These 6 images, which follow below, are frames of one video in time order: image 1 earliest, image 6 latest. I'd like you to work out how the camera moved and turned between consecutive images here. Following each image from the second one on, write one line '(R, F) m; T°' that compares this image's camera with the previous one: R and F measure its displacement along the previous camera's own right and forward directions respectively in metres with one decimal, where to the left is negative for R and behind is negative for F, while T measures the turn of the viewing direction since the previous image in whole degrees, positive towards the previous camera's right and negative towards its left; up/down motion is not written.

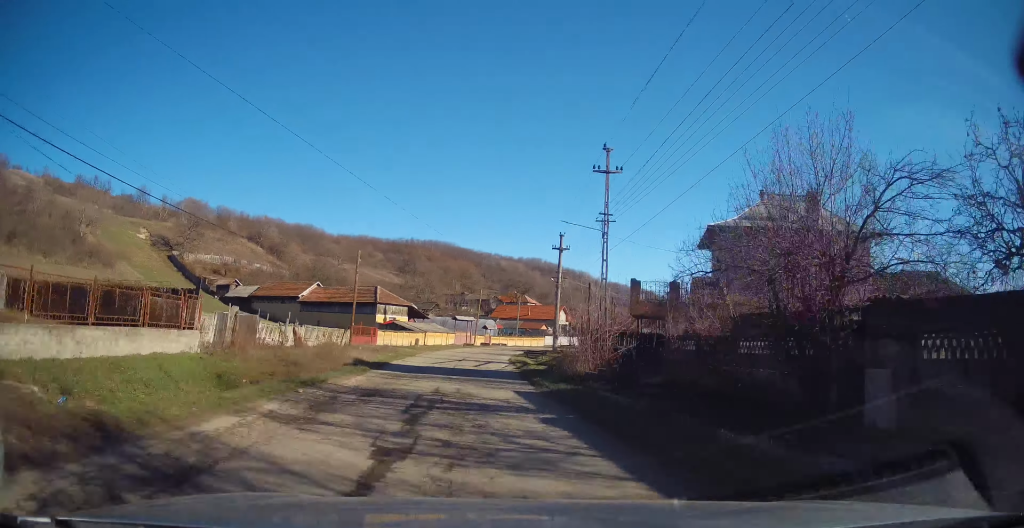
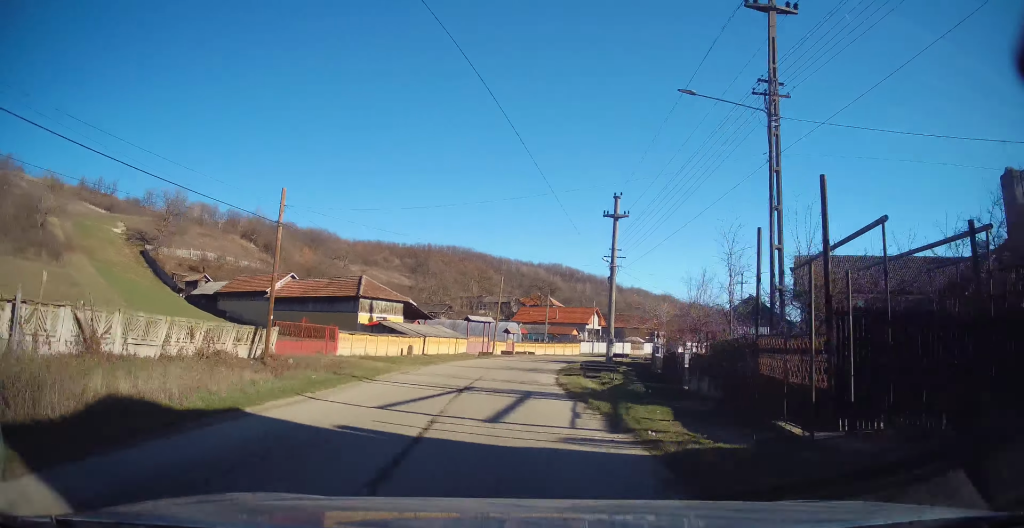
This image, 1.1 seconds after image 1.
(-1.0, +16.6) m; -3°
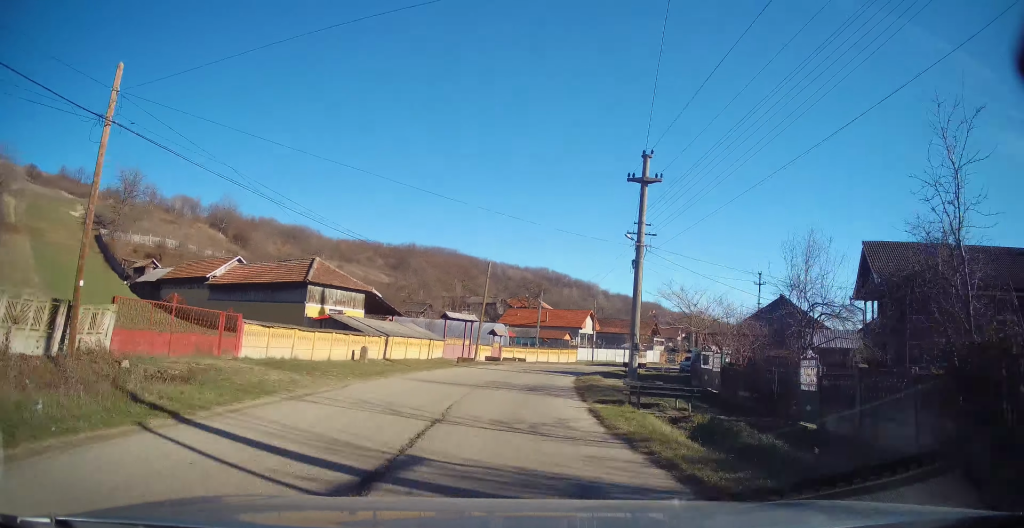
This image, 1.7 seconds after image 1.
(-0.2, +9.8) m; +1°
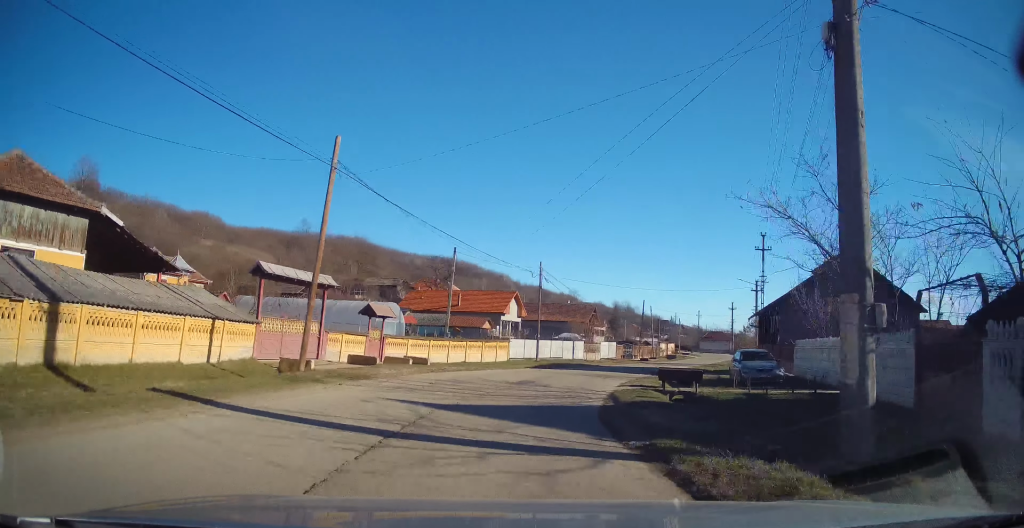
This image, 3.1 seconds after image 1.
(+1.8, +22.0) m; +10°
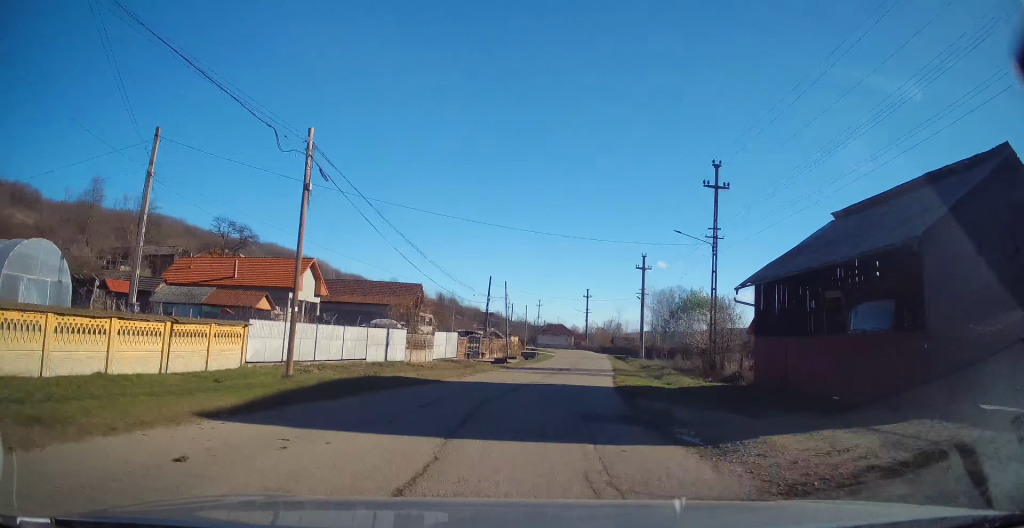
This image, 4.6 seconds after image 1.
(+2.7, +21.8) m; +17°
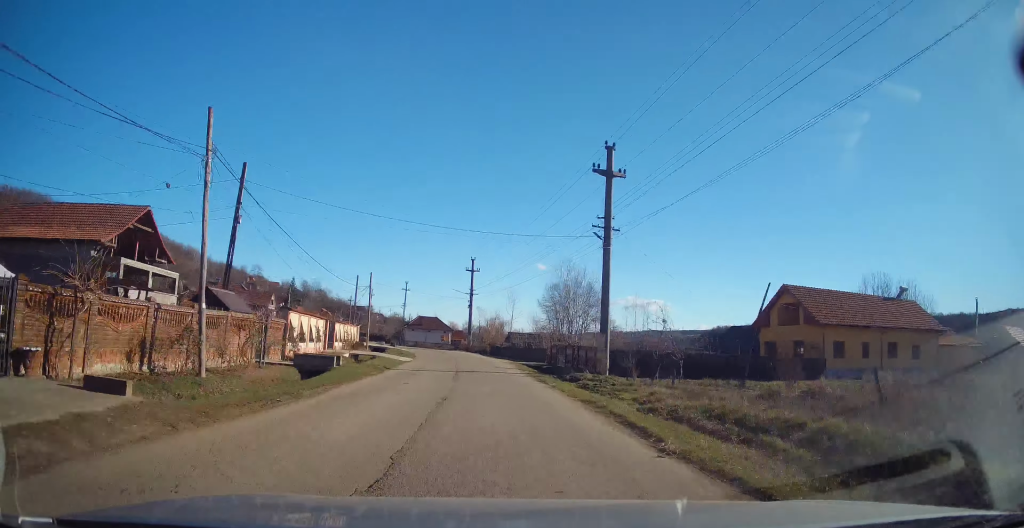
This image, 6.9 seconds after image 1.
(+5.8, +33.7) m; +14°
